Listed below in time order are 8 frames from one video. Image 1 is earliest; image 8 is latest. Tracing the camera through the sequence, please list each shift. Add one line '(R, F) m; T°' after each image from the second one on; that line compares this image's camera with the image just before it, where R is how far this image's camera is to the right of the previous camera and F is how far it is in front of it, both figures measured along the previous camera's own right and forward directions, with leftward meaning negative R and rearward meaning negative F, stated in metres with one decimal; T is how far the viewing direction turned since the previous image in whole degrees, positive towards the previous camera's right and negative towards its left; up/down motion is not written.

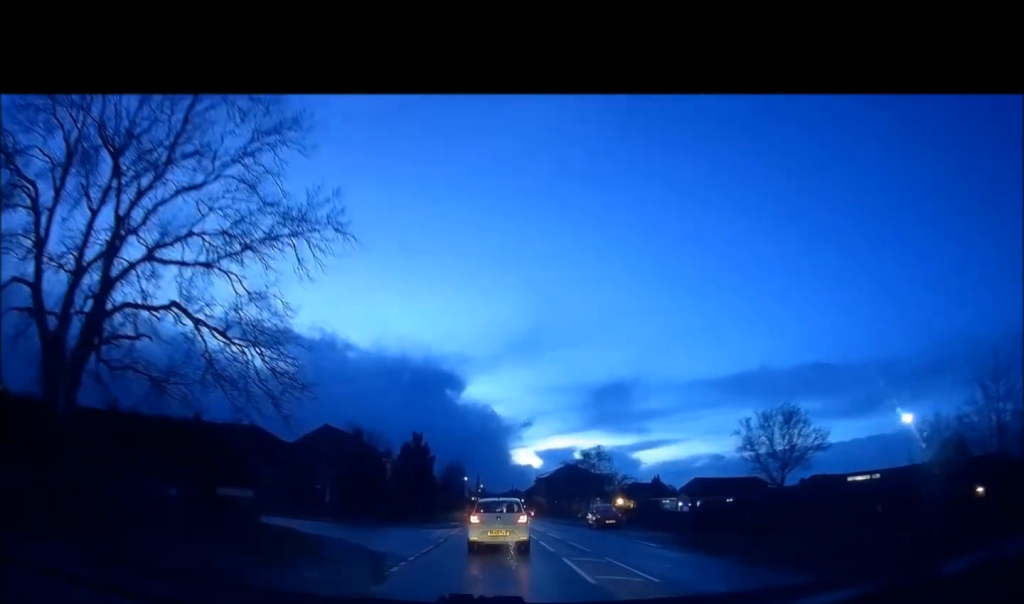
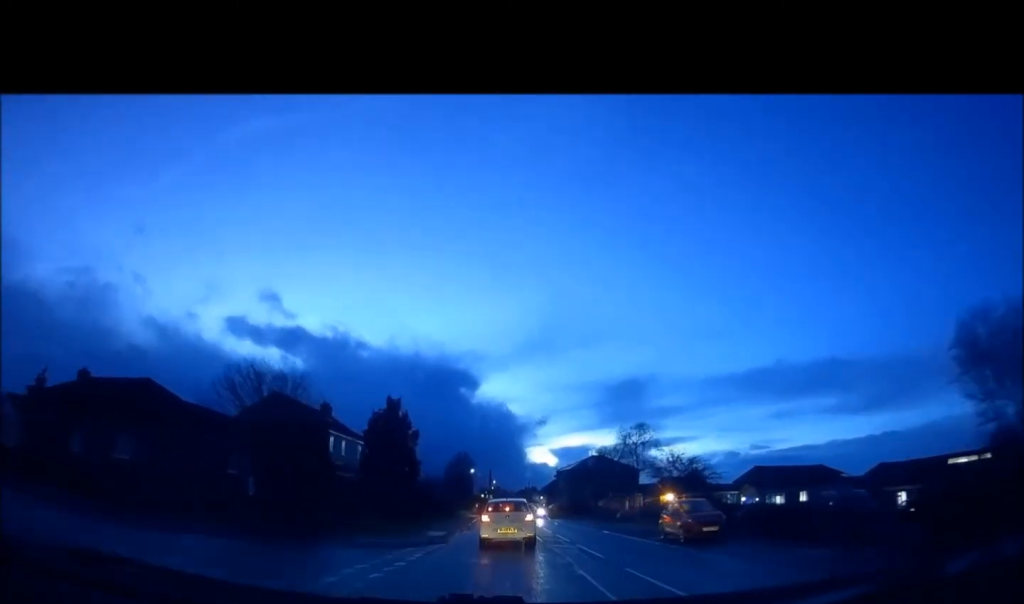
(-0.5, +14.3) m; -3°
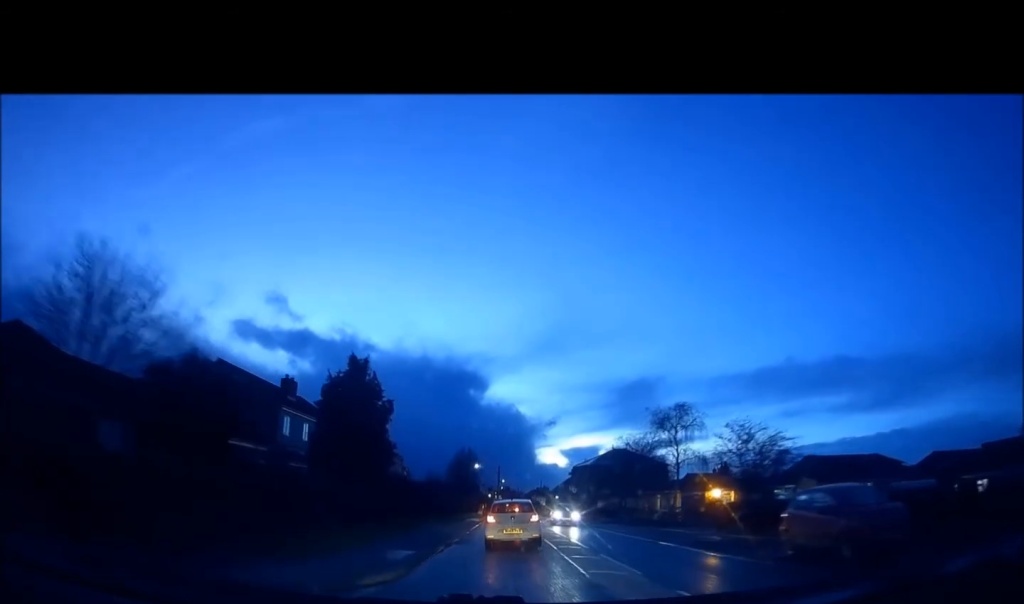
(0.0, +9.0) m; 0°
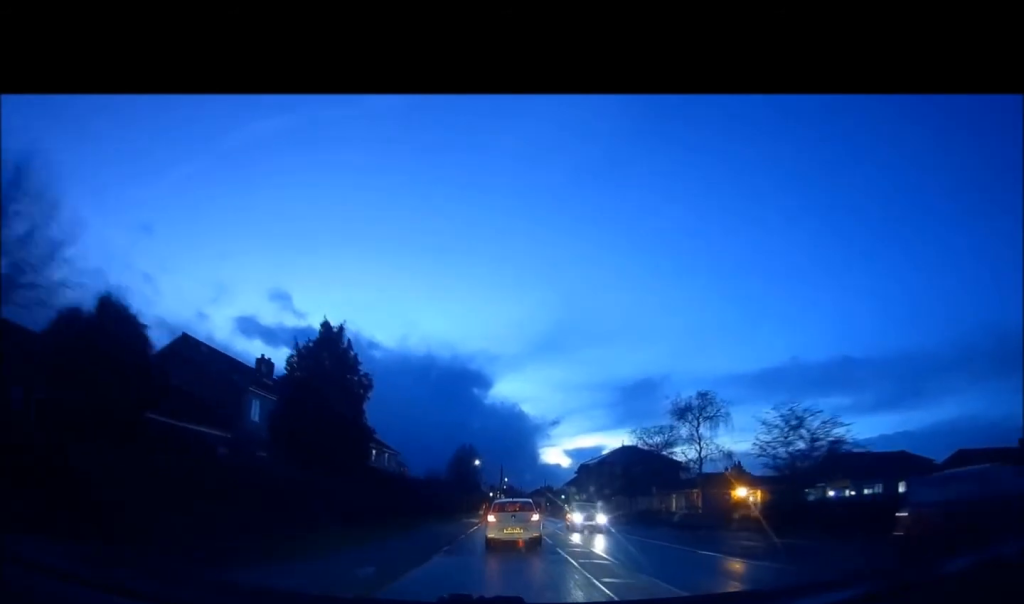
(0.0, +4.0) m; 0°
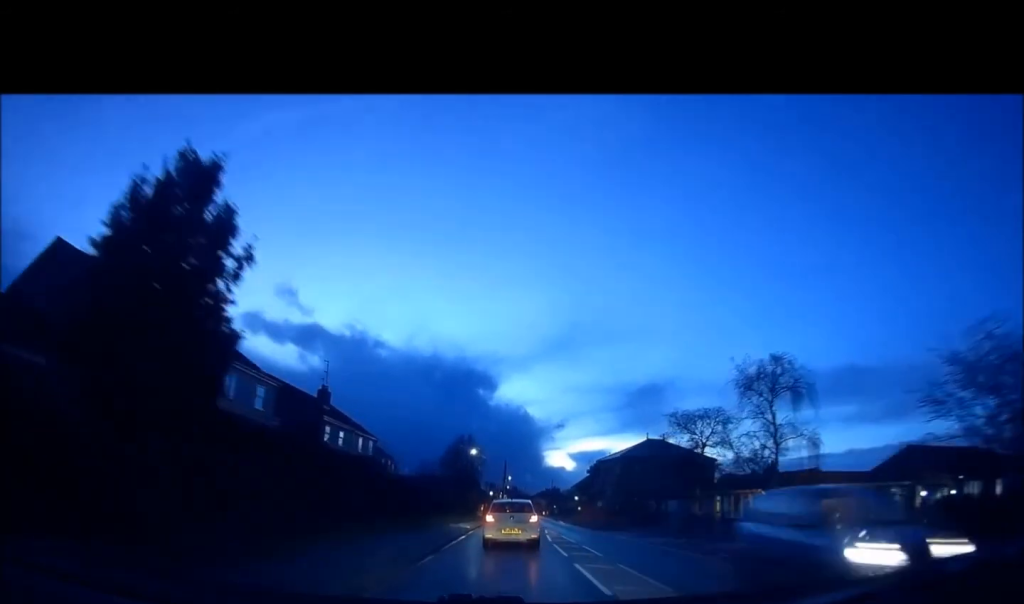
(0.0, +9.8) m; 0°
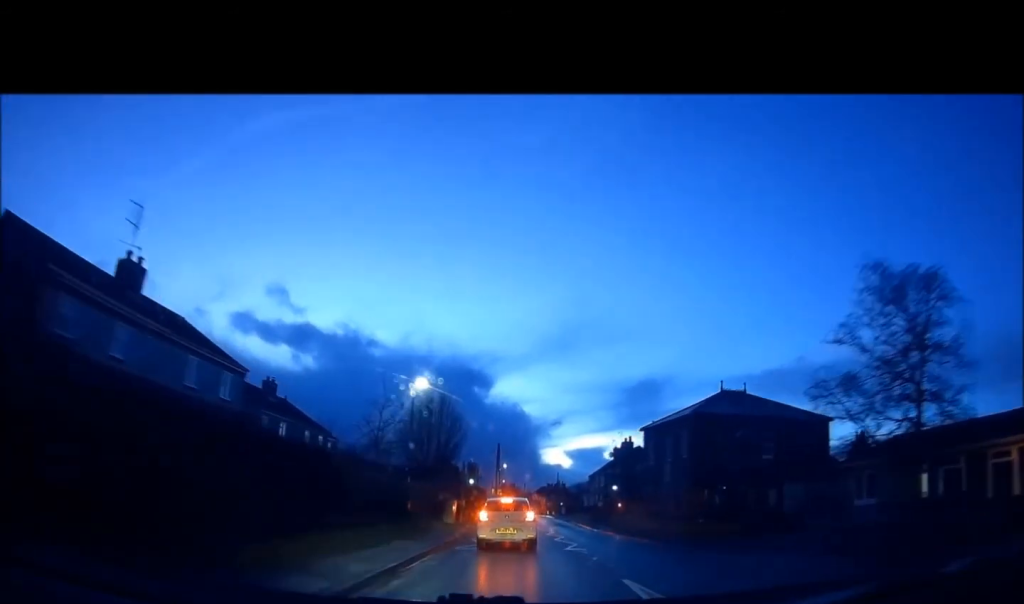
(0.0, +20.9) m; +1°
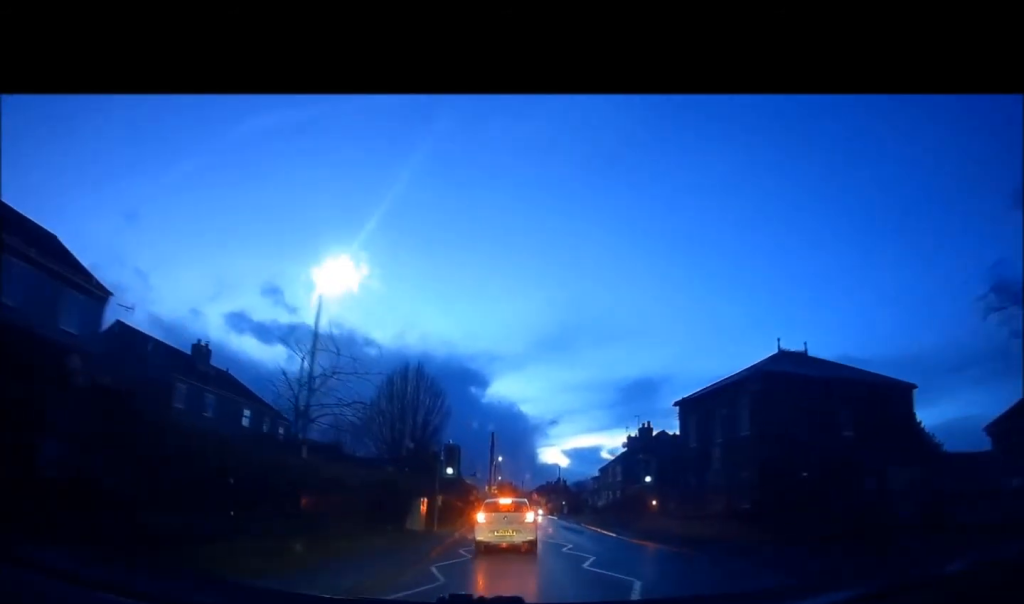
(+0.1, +8.2) m; 0°
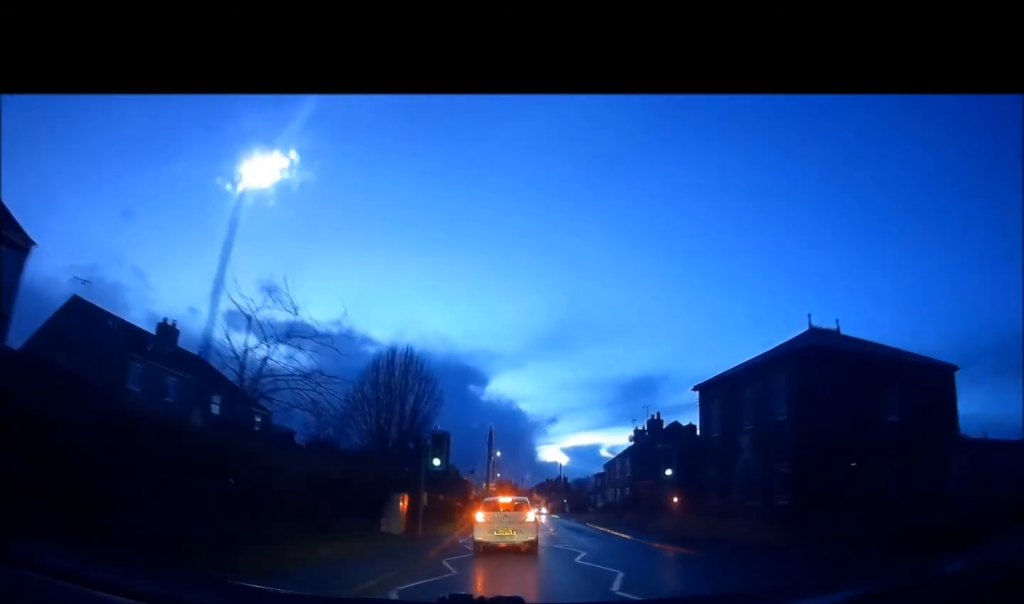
(+0.2, +3.5) m; -1°
